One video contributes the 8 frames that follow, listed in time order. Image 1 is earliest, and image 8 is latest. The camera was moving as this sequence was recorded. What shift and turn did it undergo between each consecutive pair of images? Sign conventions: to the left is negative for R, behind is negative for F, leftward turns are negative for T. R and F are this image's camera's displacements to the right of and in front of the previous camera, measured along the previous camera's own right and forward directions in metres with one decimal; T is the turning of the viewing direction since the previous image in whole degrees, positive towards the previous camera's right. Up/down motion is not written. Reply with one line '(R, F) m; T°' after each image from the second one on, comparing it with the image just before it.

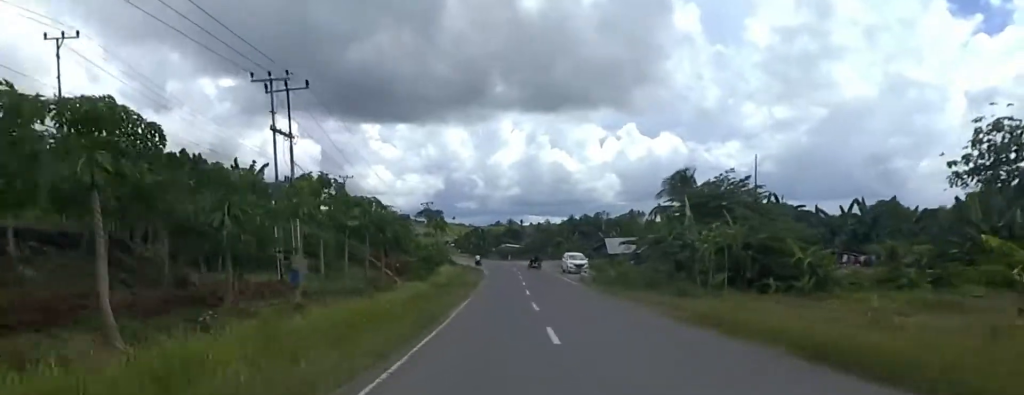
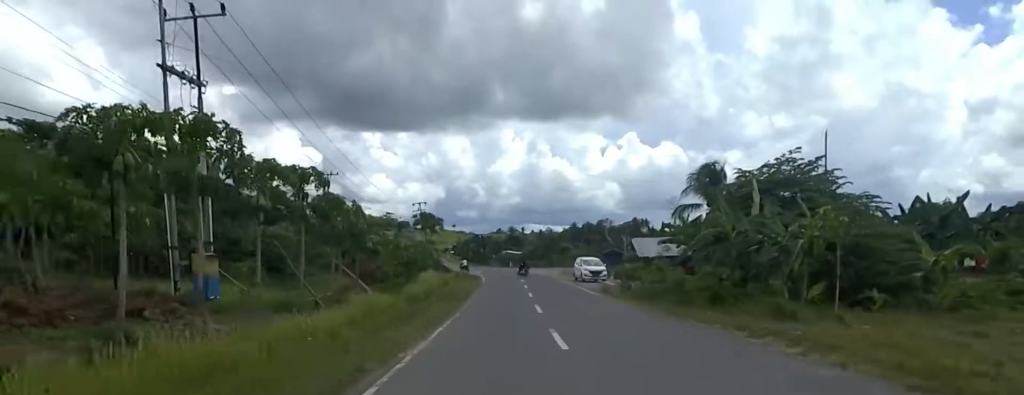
(+0.2, +8.3) m; +2°
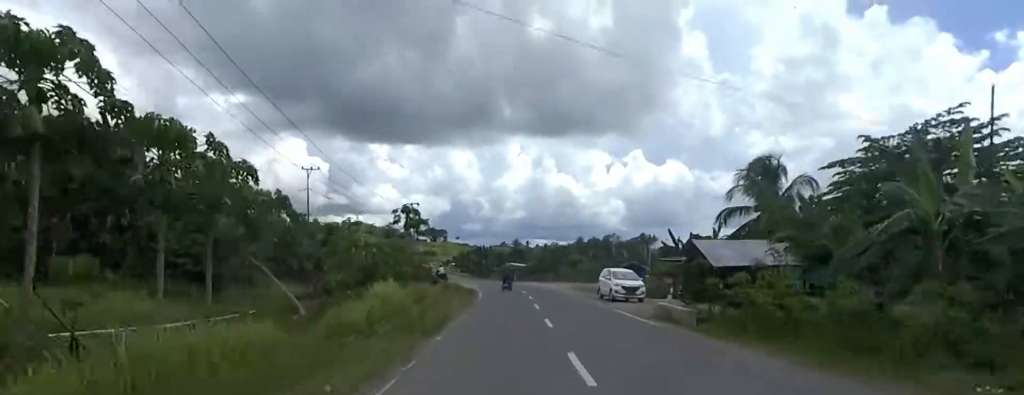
(+0.6, +10.4) m; -1°
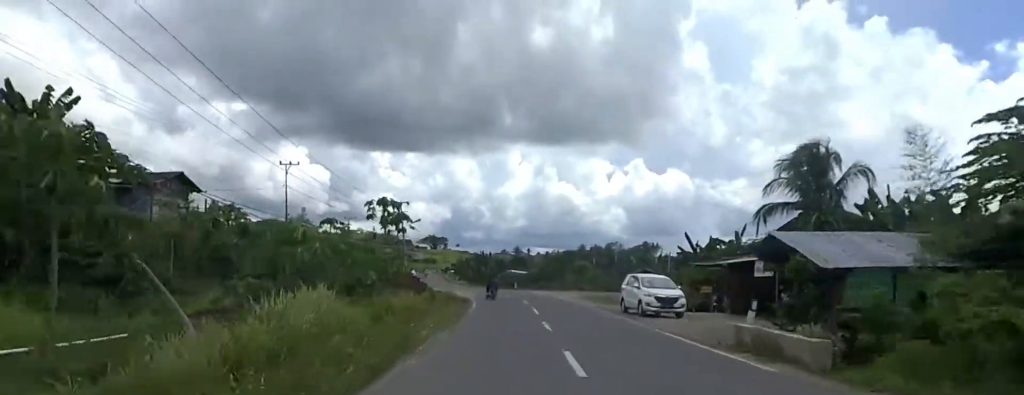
(-0.5, +6.9) m; -3°
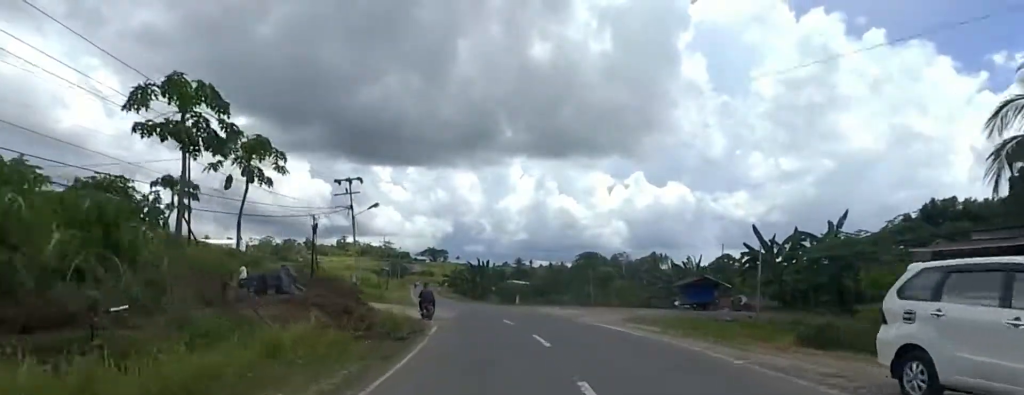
(-0.7, +19.1) m; -2°
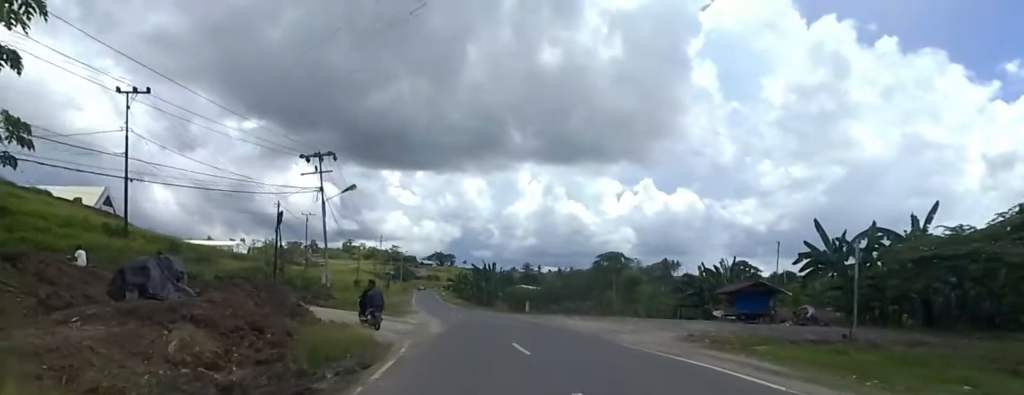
(0.0, +8.4) m; 0°
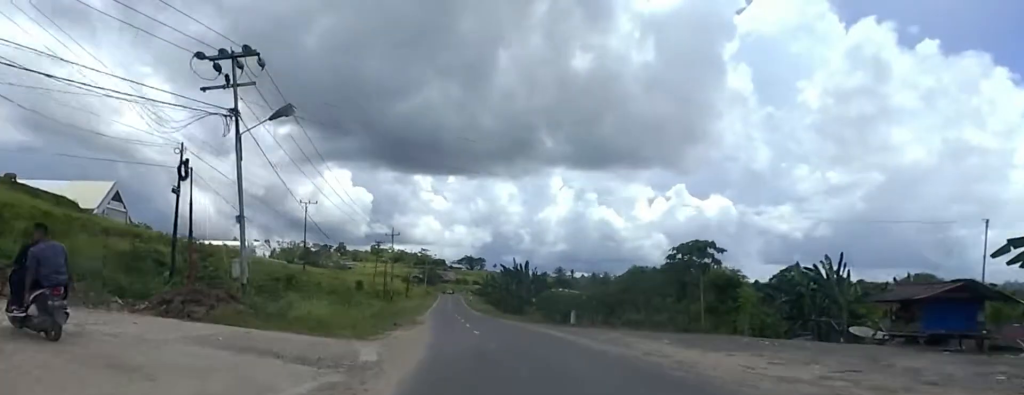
(0.0, +14.5) m; -2°
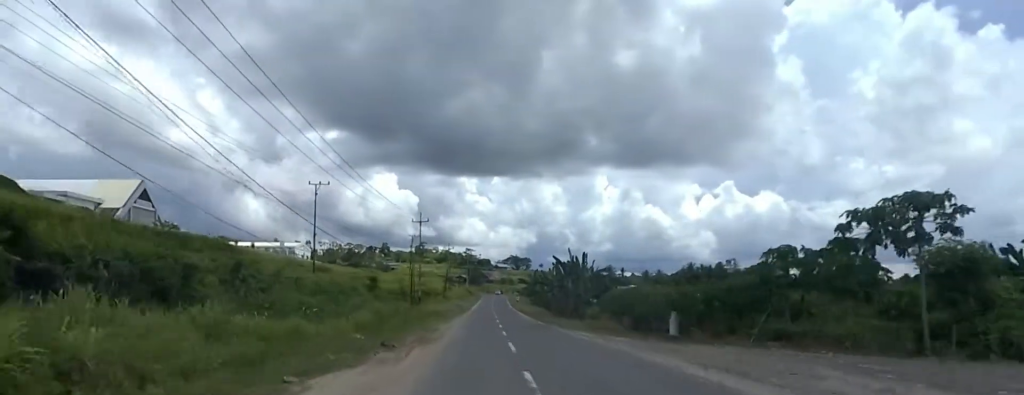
(-1.1, +14.1) m; -5°
